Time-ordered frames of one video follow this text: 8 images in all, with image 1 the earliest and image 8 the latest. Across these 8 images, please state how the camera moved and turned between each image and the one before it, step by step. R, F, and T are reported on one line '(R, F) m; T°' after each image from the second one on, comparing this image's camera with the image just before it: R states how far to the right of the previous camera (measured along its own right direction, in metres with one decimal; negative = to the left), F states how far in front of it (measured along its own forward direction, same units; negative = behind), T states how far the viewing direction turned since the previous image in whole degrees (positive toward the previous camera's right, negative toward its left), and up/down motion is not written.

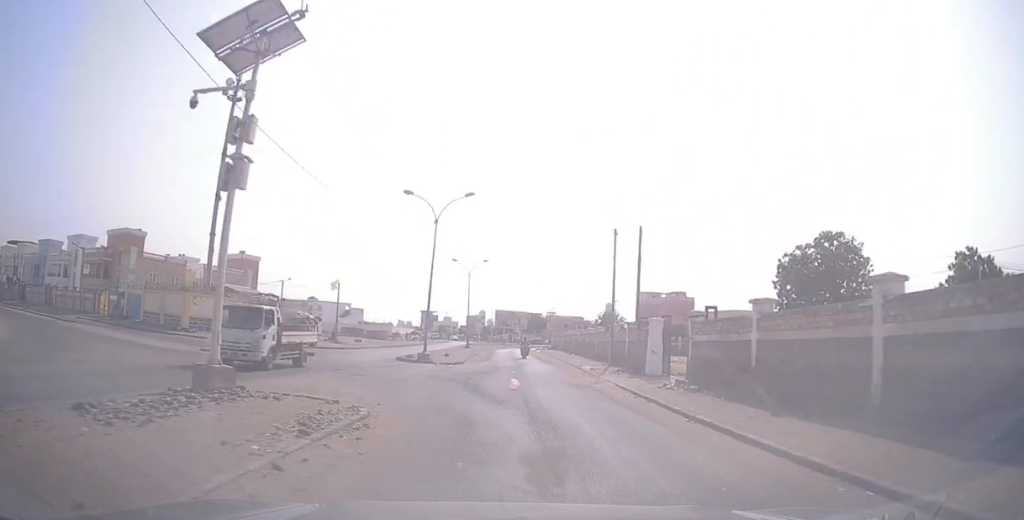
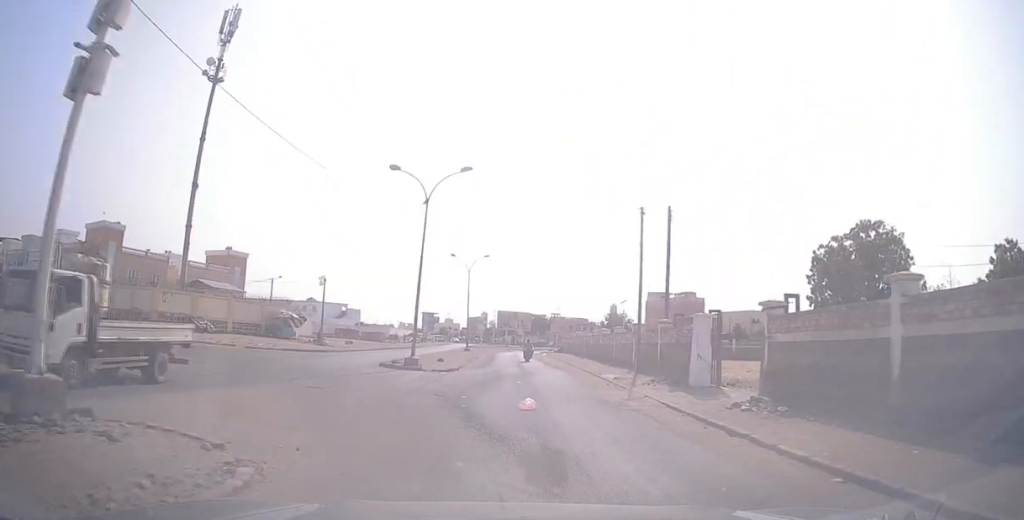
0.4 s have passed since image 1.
(0.0, +5.4) m; 0°
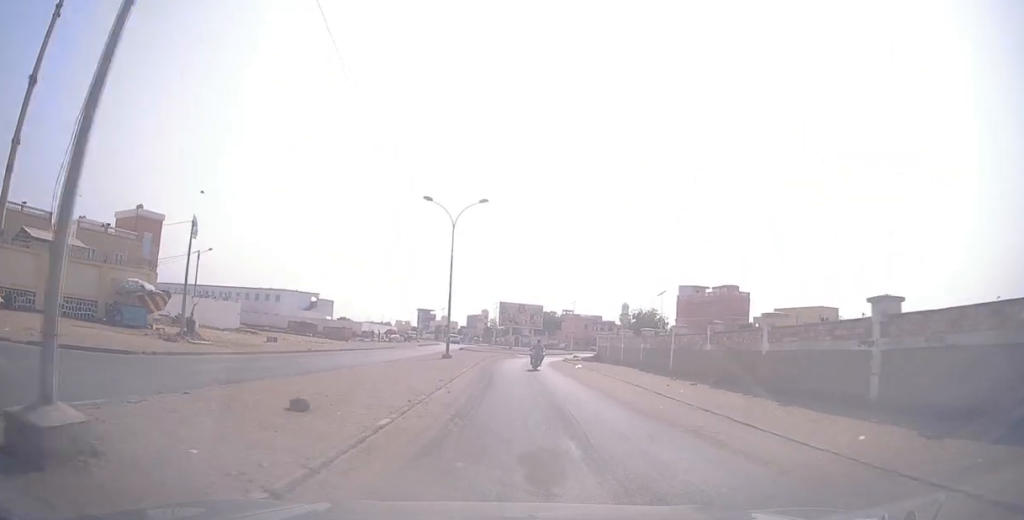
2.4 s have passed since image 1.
(0.0, +22.7) m; +1°
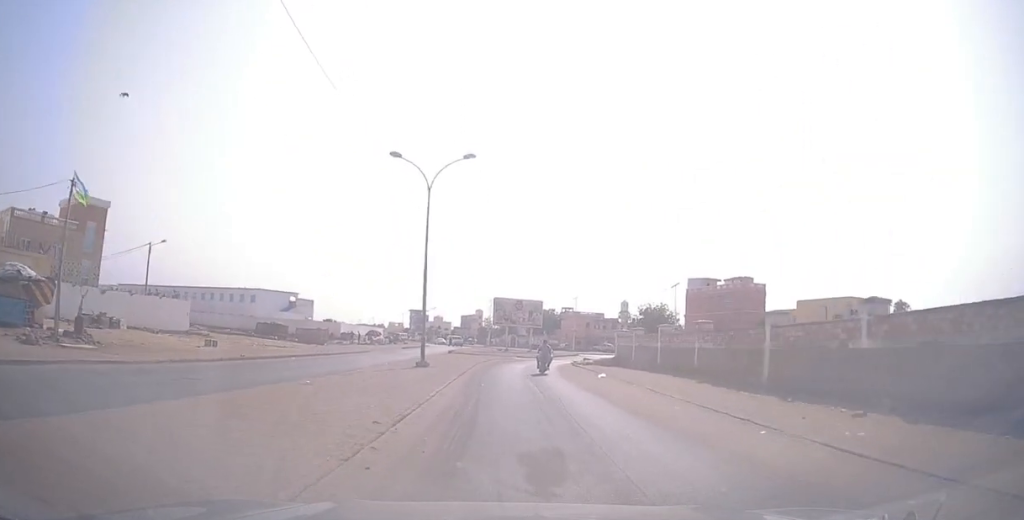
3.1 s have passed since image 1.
(0.0, +8.4) m; +1°
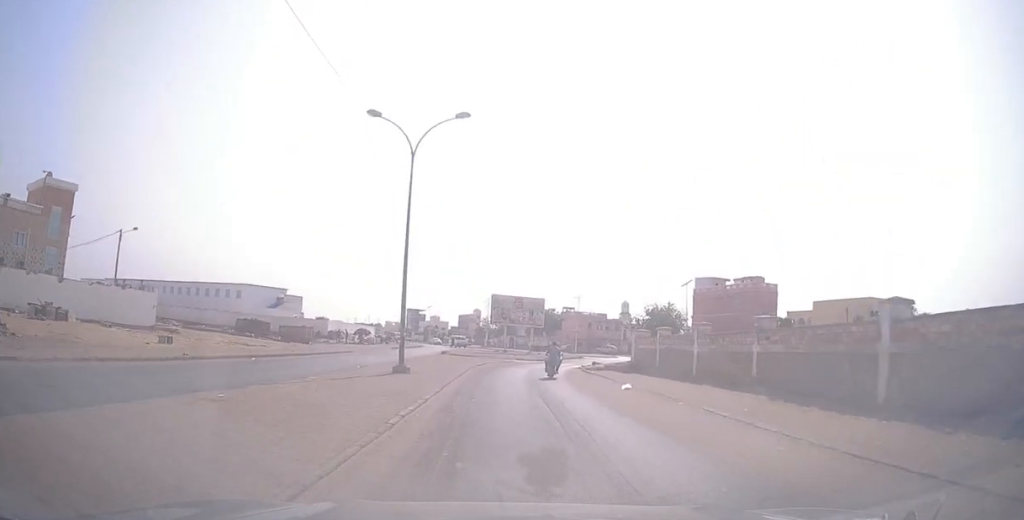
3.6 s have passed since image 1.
(+0.1, +4.4) m; +1°
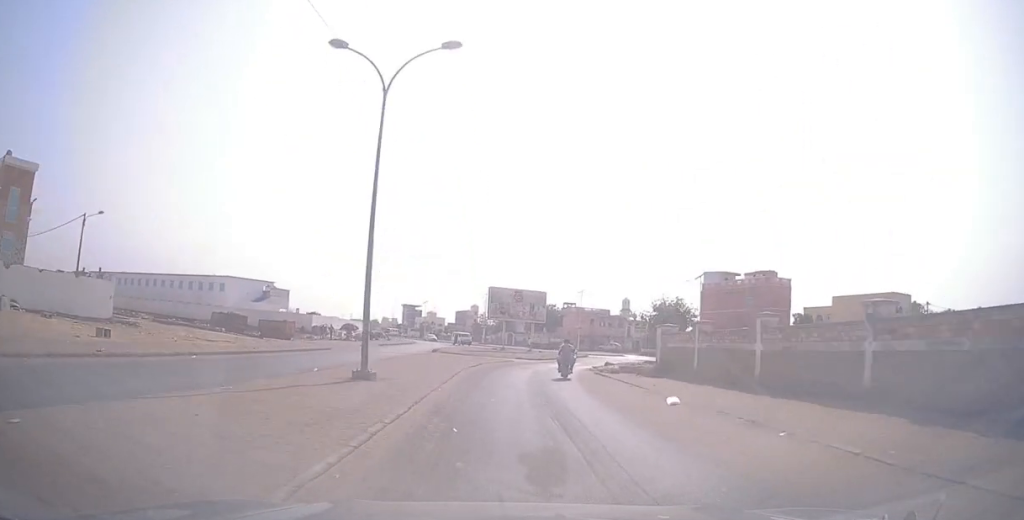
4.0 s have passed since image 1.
(+0.1, +4.7) m; +1°
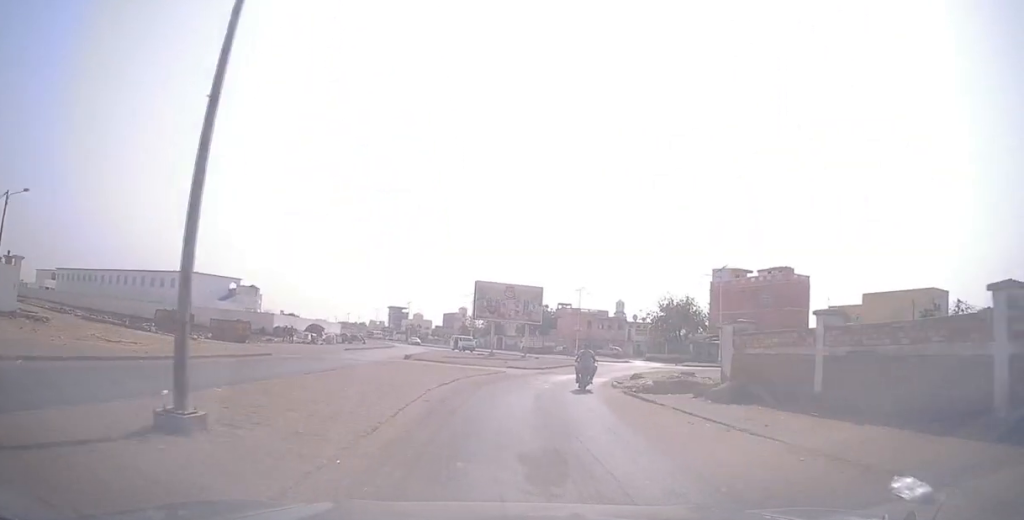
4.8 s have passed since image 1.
(-0.1, +8.0) m; 0°
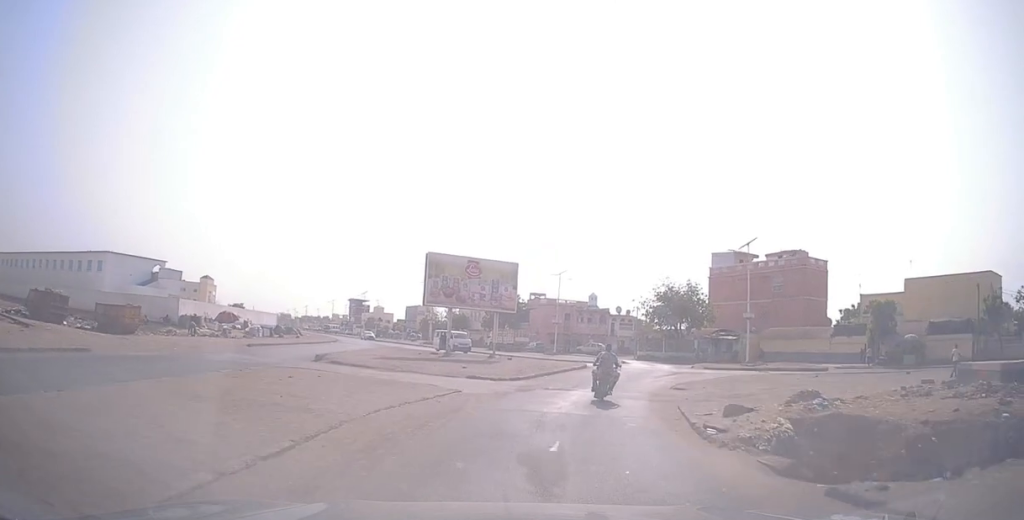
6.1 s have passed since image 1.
(+0.3, +13.6) m; +5°
